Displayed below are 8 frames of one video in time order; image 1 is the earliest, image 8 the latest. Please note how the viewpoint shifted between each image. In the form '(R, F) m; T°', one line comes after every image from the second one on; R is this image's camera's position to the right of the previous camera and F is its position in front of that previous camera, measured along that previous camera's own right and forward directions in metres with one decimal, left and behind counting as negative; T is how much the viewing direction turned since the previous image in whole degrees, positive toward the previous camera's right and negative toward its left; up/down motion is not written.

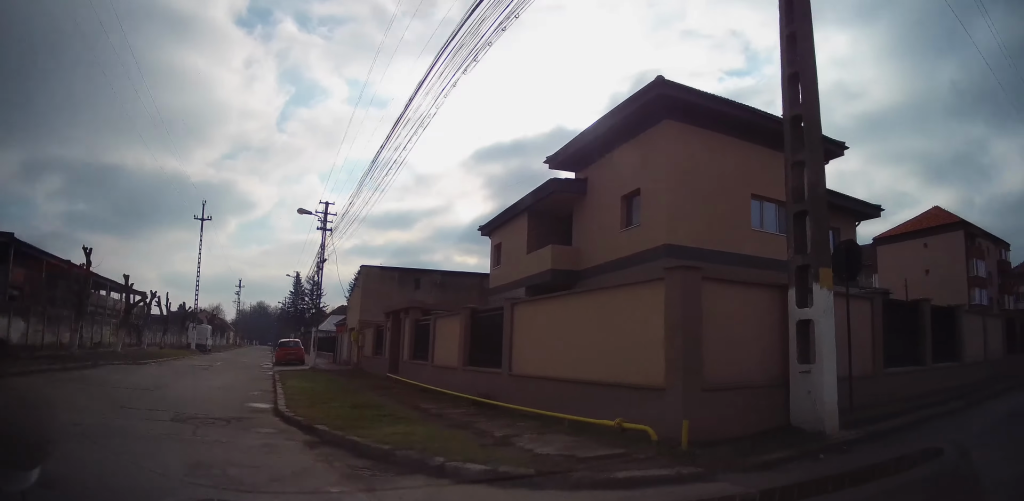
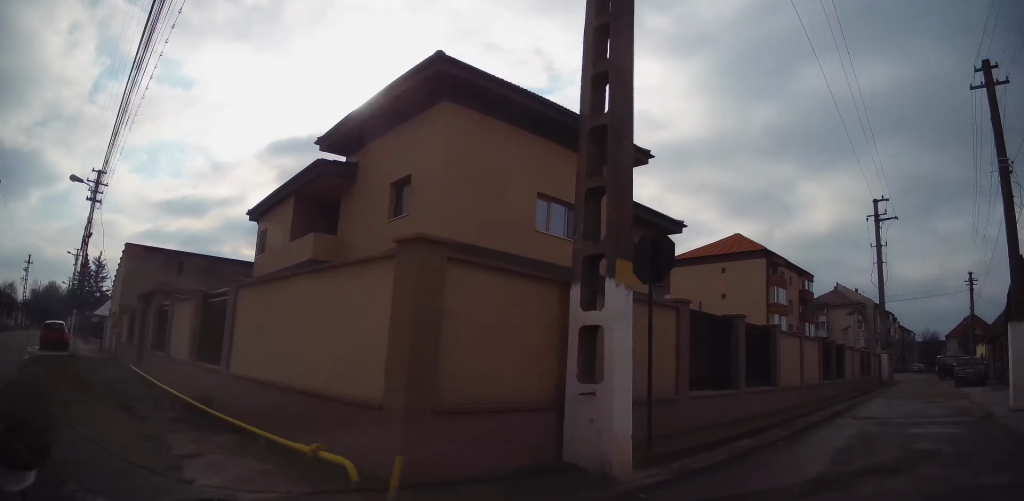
(+1.3, +3.3) m; +33°
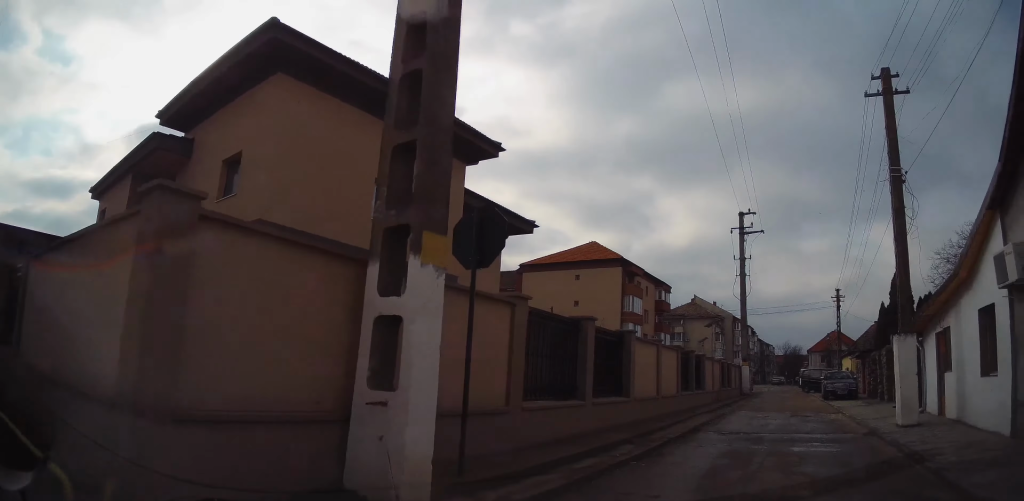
(+0.6, +2.3) m; +16°
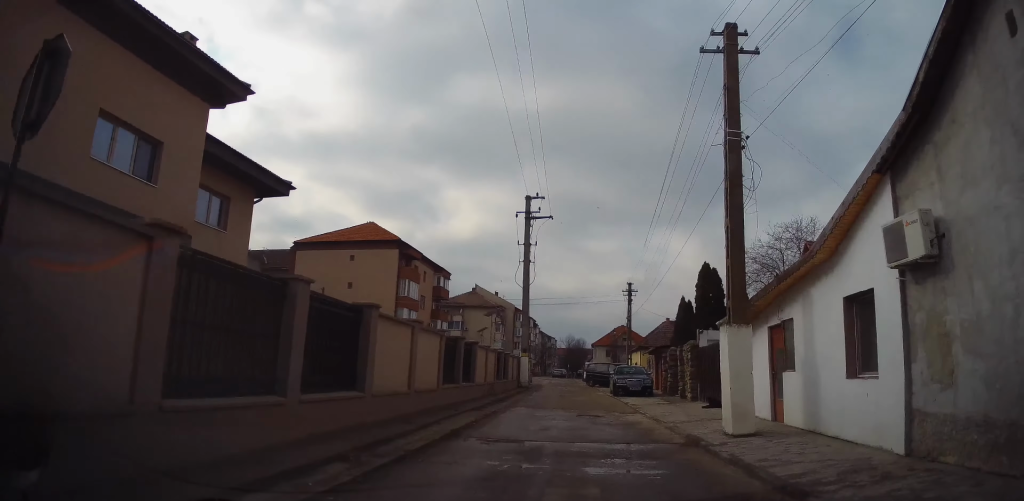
(+1.0, +4.2) m; +17°
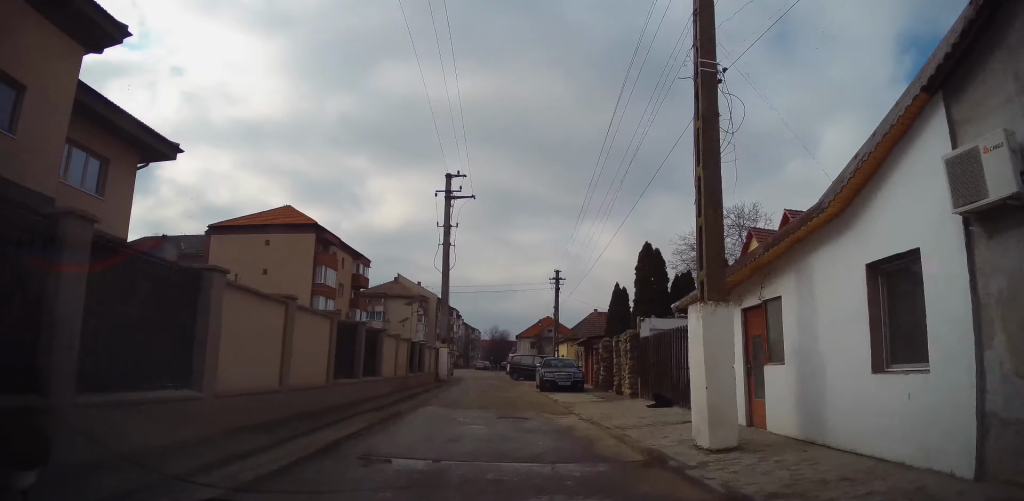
(-0.1, +2.3) m; +6°
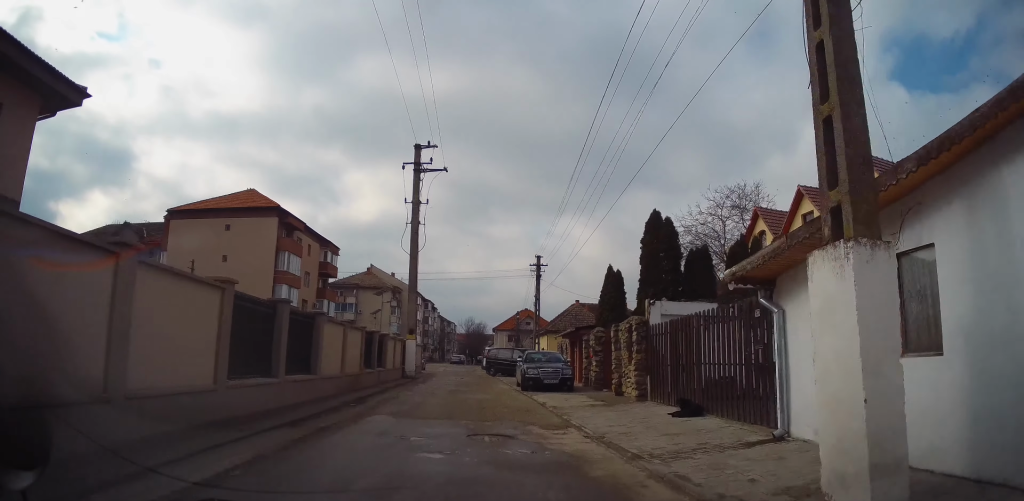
(+0.5, +2.1) m; +3°
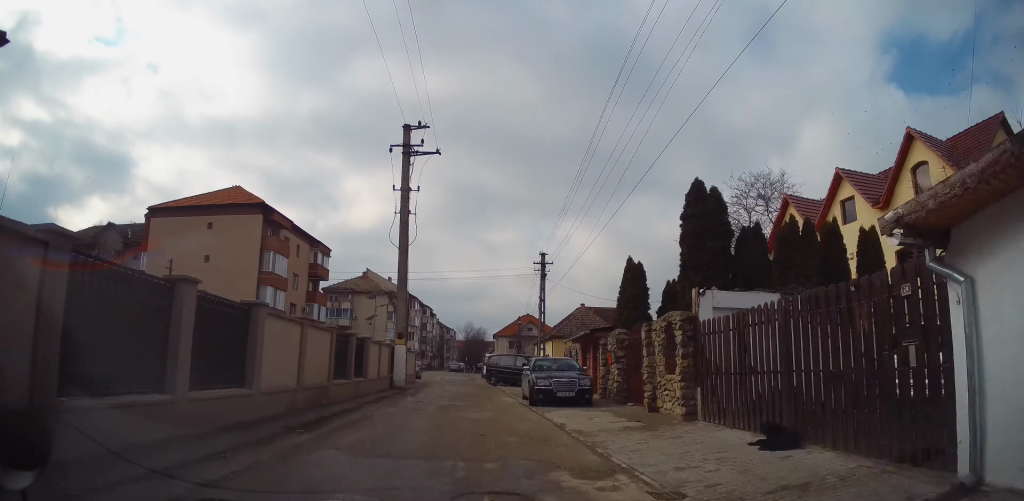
(-0.2, +2.0) m; -5°
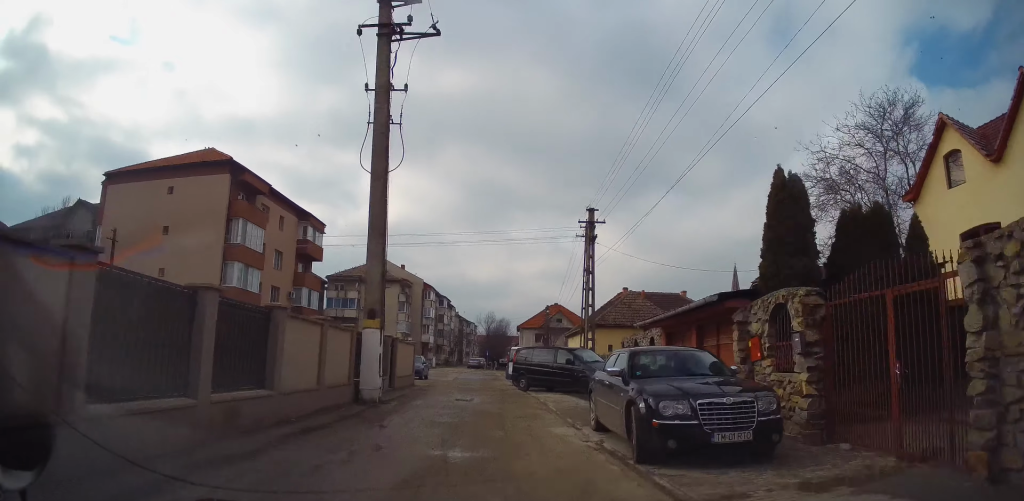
(-0.8, +6.2) m; -10°
